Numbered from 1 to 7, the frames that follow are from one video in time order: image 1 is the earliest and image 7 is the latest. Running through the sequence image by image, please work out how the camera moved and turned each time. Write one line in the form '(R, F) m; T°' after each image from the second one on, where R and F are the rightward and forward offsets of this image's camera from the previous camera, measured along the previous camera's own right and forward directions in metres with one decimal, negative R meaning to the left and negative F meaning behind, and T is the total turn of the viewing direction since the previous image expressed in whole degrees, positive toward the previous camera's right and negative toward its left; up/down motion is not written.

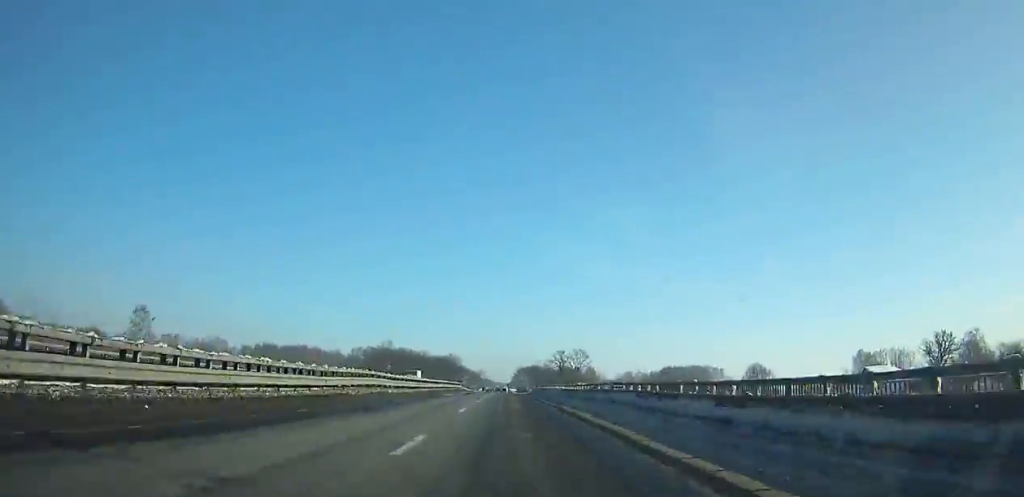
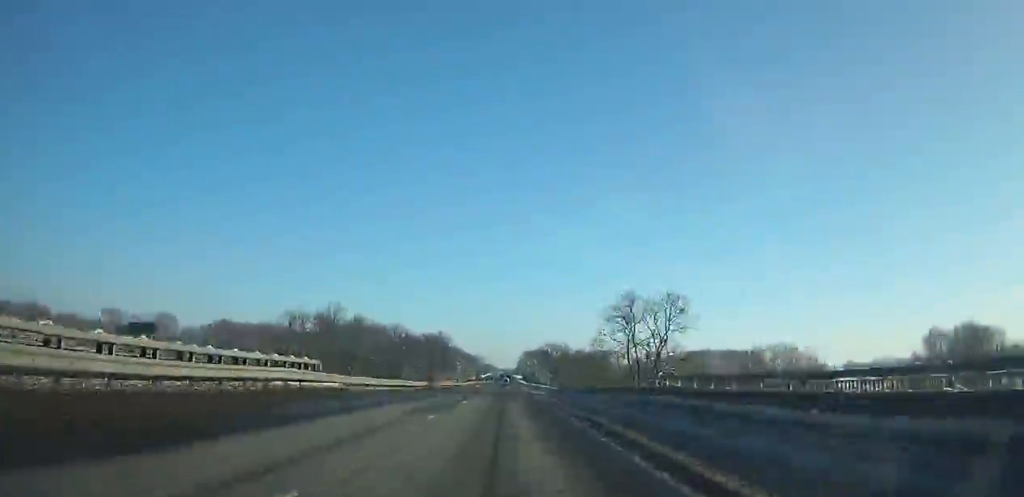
(-1.0, +72.0) m; -1°
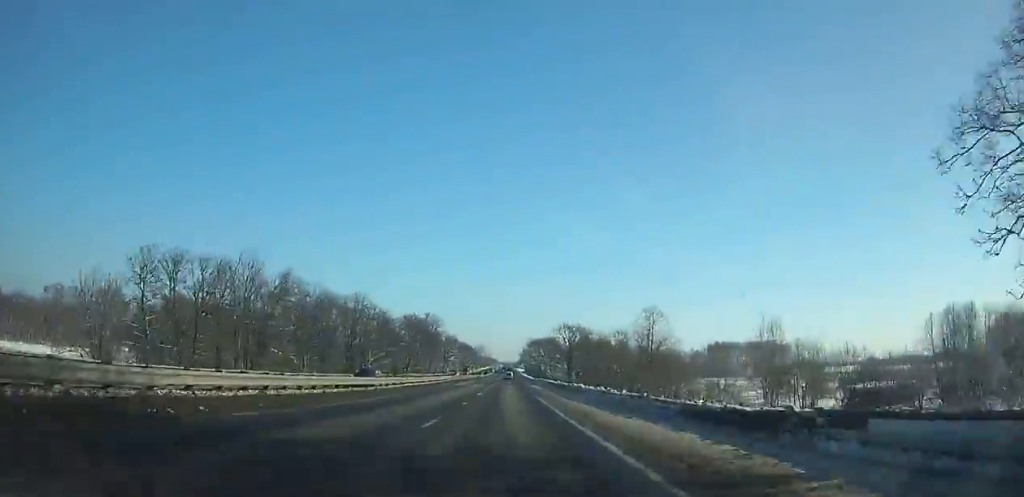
(-0.3, +55.8) m; 0°
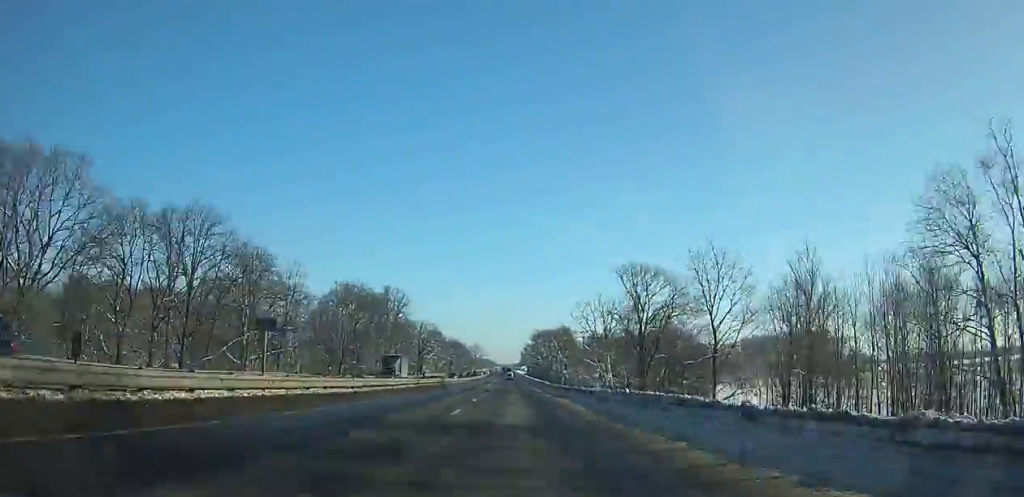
(+0.7, +77.4) m; +1°
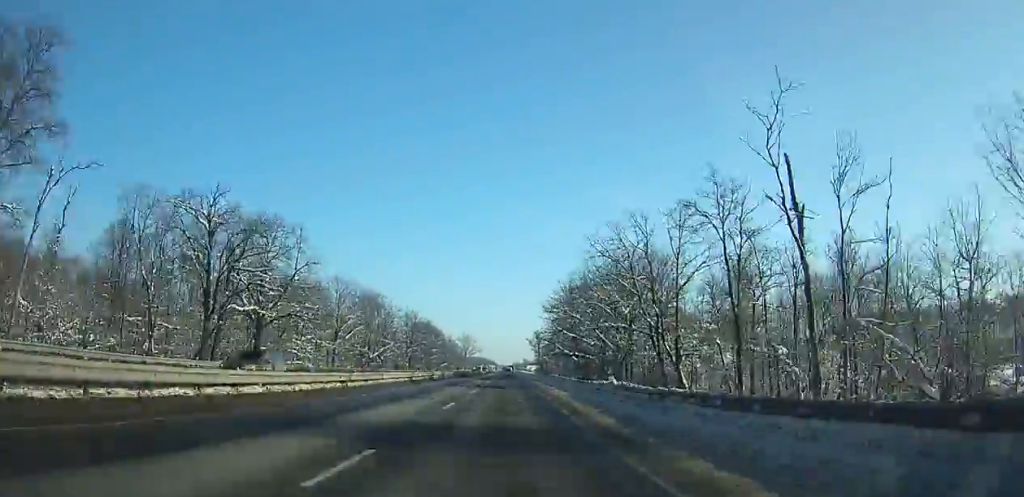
(+0.4, +140.9) m; 0°
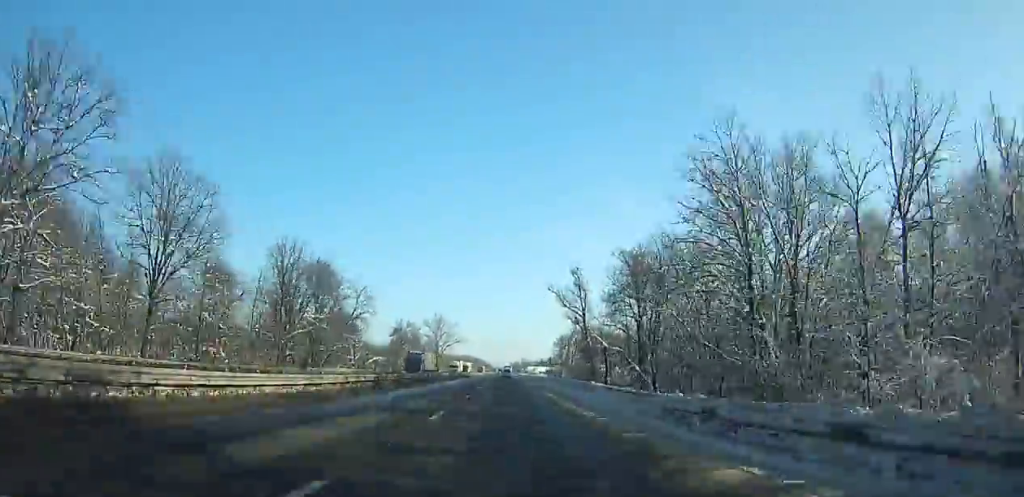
(-0.5, +137.9) m; 0°
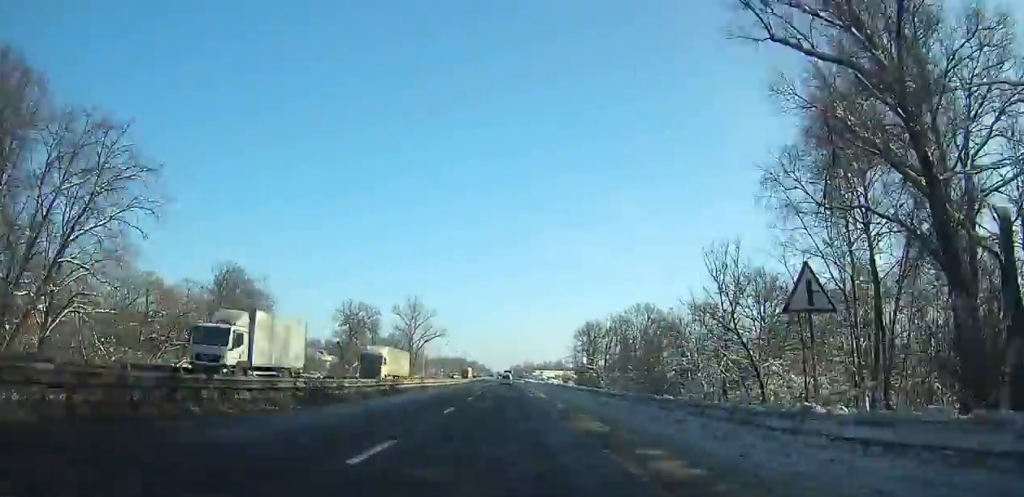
(-0.1, +67.4) m; 0°
